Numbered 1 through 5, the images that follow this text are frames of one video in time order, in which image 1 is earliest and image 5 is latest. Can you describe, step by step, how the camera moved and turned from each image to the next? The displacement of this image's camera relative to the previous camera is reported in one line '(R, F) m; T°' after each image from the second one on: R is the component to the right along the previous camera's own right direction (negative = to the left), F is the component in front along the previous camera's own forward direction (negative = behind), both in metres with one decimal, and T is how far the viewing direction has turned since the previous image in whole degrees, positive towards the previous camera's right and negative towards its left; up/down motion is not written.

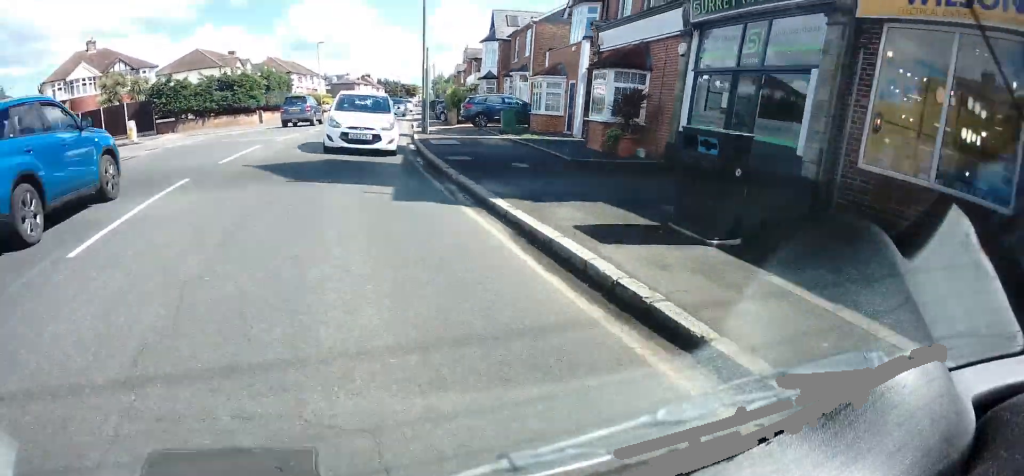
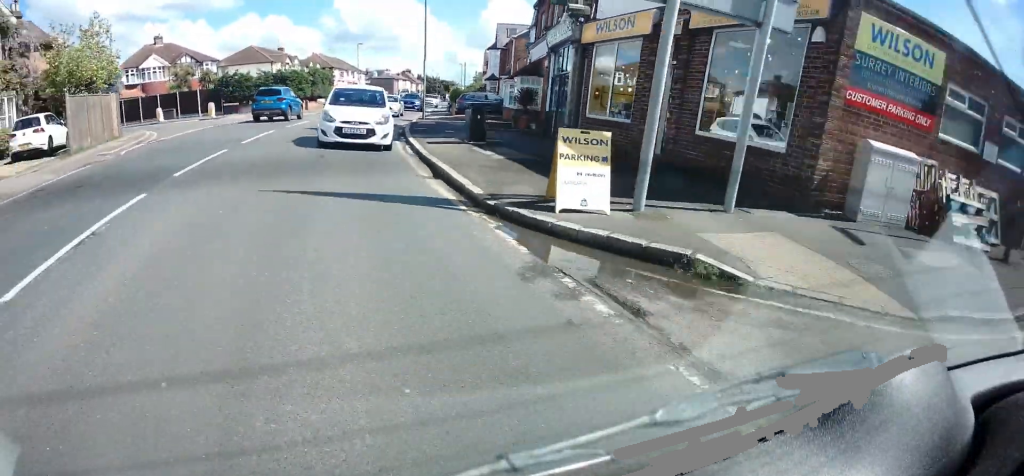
(-0.2, +10.3) m; -1°
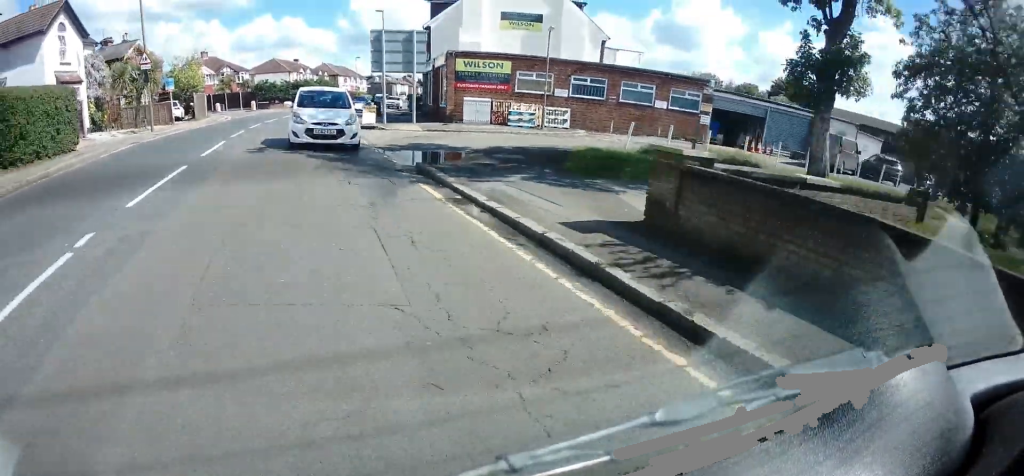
(+0.2, +21.4) m; +2°
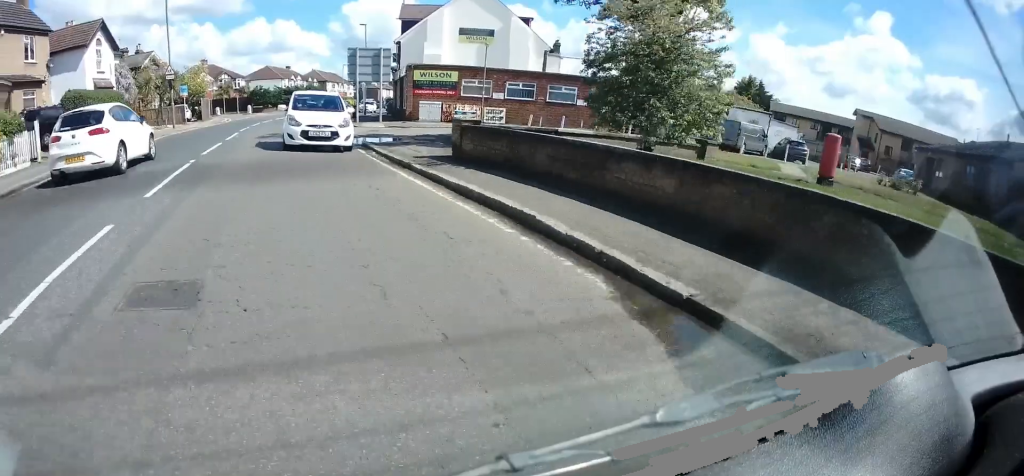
(+0.1, +7.0) m; +1°
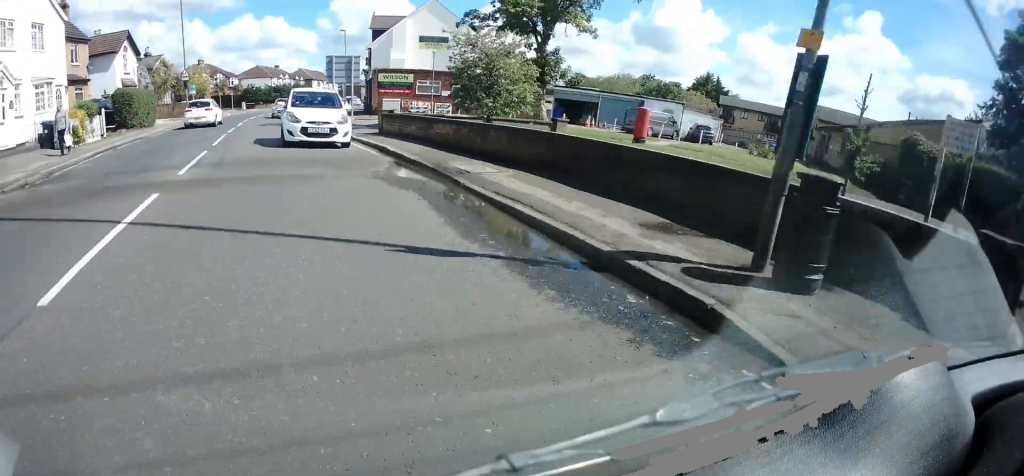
(+0.1, +8.4) m; +1°
